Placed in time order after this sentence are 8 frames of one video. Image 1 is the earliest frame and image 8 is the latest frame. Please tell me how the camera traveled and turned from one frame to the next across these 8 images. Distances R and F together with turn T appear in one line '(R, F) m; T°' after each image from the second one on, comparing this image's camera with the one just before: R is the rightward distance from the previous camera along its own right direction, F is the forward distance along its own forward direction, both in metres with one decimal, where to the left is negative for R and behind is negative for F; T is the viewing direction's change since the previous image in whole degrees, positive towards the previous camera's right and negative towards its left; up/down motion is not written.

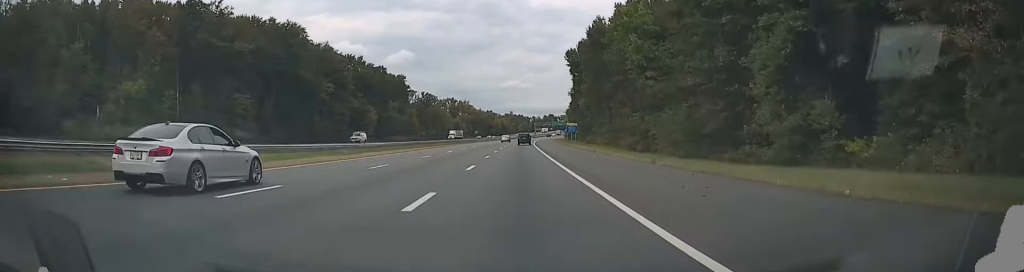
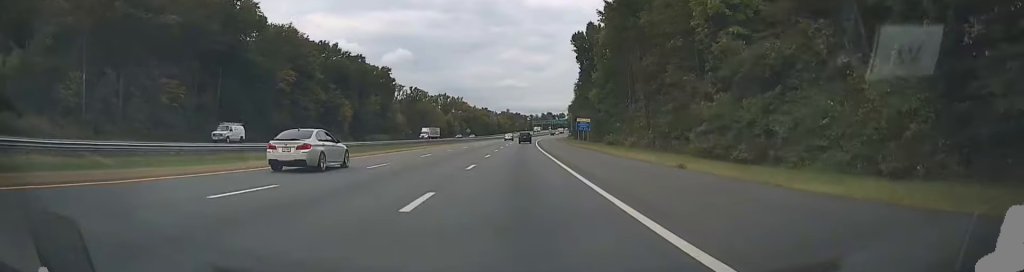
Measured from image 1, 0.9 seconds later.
(0.0, +24.5) m; 0°
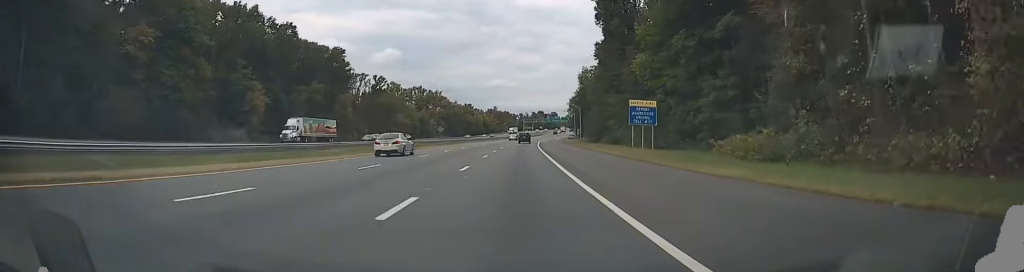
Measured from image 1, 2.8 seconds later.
(+0.2, +50.8) m; +1°
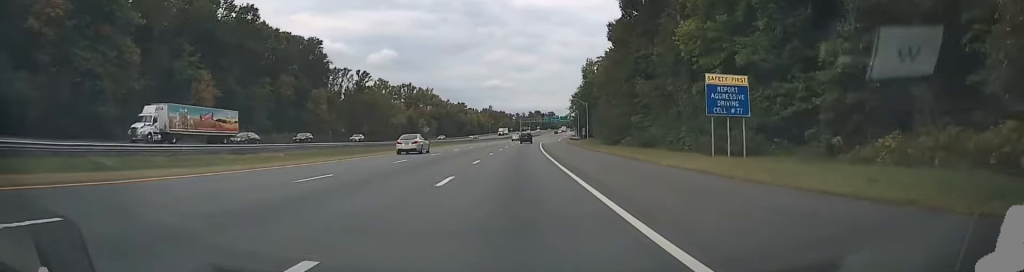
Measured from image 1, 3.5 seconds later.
(+0.2, +18.9) m; +1°
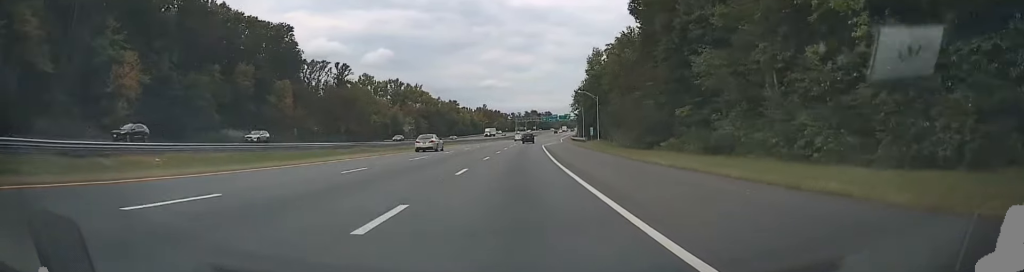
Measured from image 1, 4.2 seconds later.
(0.0, +19.3) m; 0°
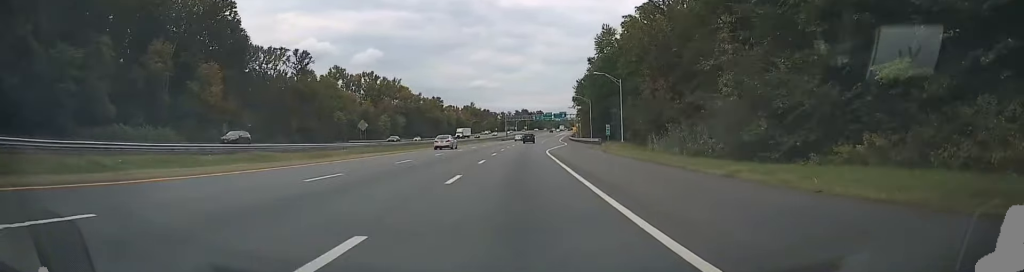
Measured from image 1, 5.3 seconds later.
(0.0, +28.4) m; +1°
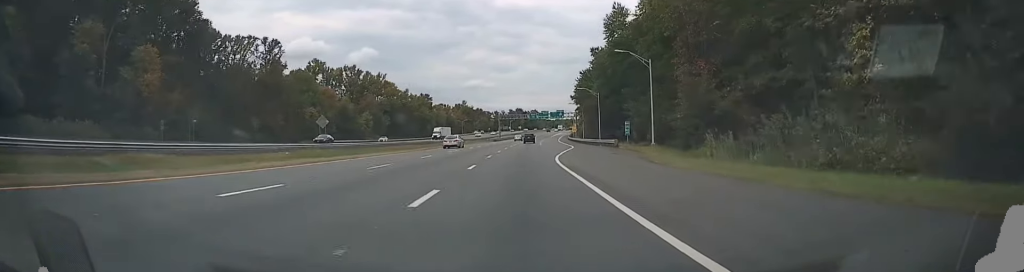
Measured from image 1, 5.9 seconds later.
(+0.1, +16.6) m; +1°
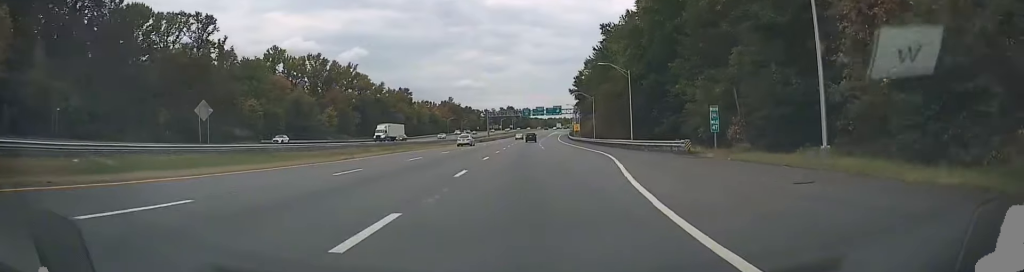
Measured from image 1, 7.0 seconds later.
(+0.4, +28.8) m; +1°
